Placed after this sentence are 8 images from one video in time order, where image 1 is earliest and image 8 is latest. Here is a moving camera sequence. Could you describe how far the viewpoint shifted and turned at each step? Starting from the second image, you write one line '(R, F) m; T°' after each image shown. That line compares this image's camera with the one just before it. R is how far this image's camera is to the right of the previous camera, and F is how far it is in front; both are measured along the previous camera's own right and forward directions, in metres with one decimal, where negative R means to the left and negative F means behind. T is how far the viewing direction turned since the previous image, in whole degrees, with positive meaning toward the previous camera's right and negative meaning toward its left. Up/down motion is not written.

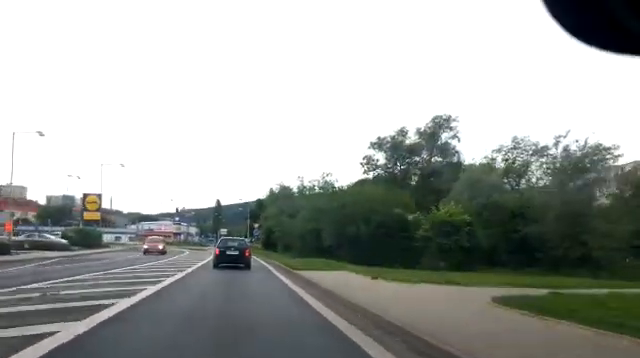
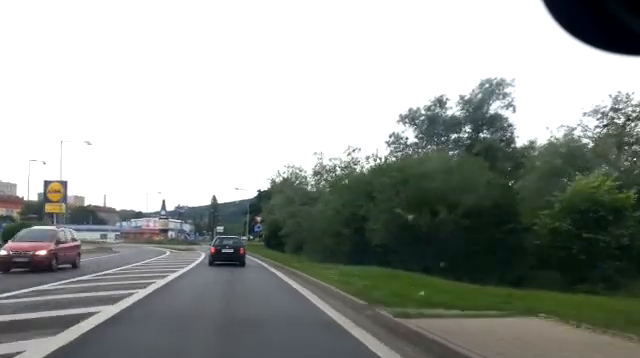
(+0.4, +13.3) m; 0°
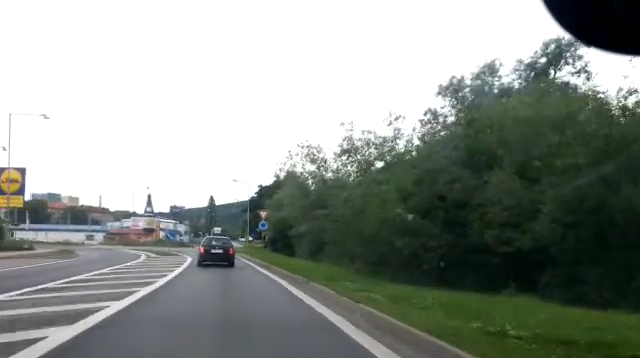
(-0.5, +11.1) m; -2°
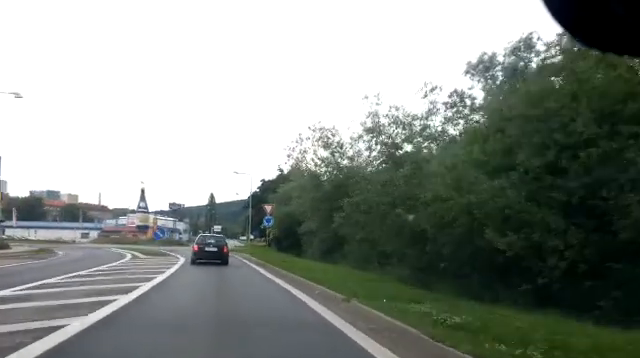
(0.0, +5.3) m; +1°
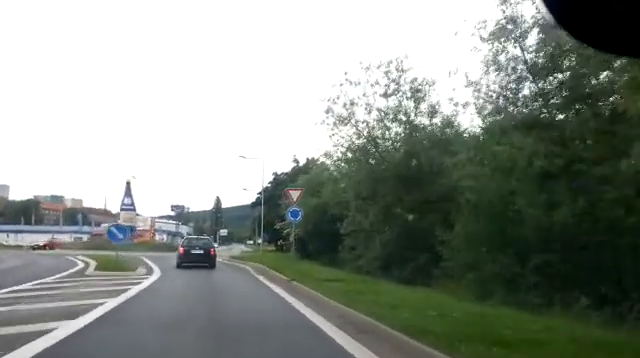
(+0.3, +12.2) m; +2°
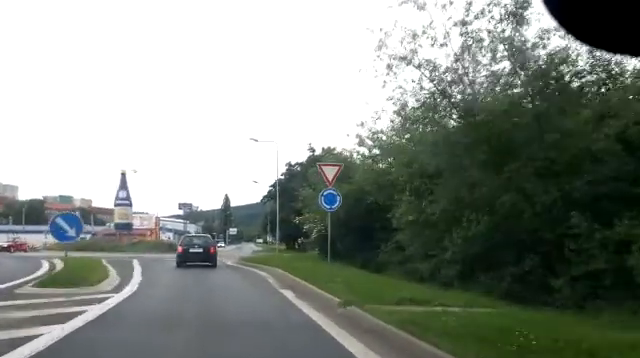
(0.0, +6.5) m; +1°
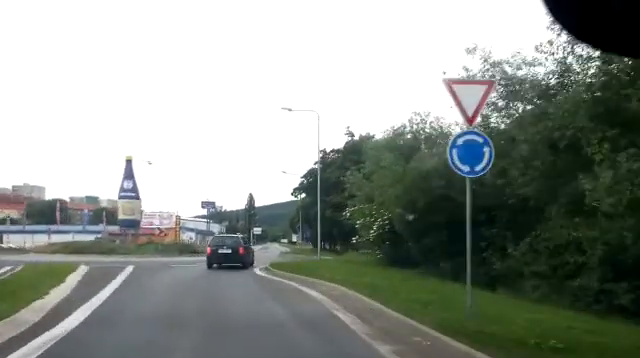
(+0.1, +8.2) m; 0°
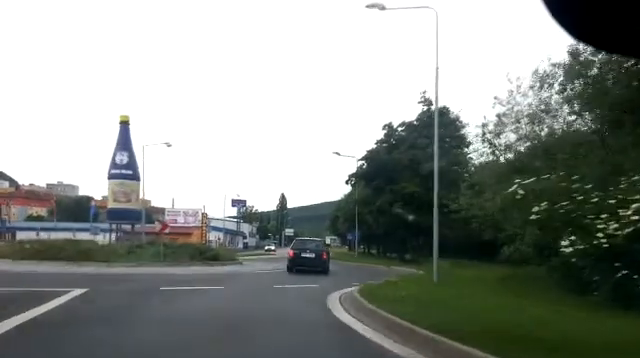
(-0.1, +12.3) m; -2°
